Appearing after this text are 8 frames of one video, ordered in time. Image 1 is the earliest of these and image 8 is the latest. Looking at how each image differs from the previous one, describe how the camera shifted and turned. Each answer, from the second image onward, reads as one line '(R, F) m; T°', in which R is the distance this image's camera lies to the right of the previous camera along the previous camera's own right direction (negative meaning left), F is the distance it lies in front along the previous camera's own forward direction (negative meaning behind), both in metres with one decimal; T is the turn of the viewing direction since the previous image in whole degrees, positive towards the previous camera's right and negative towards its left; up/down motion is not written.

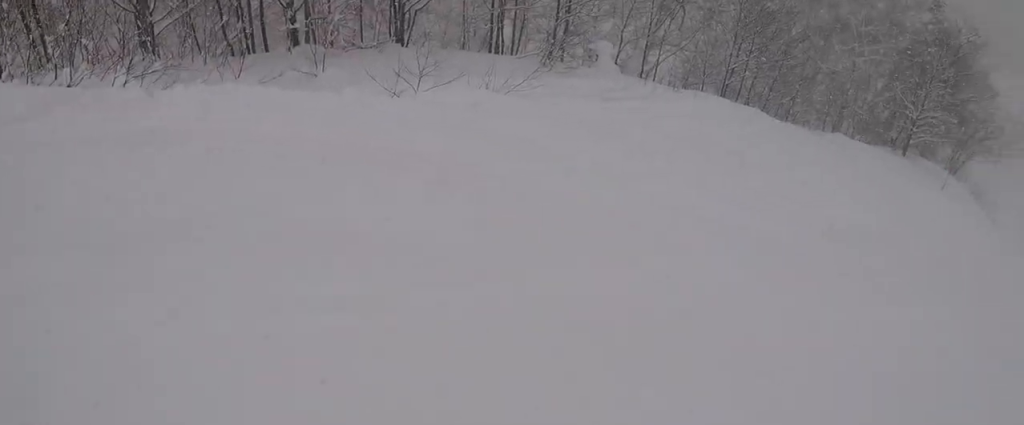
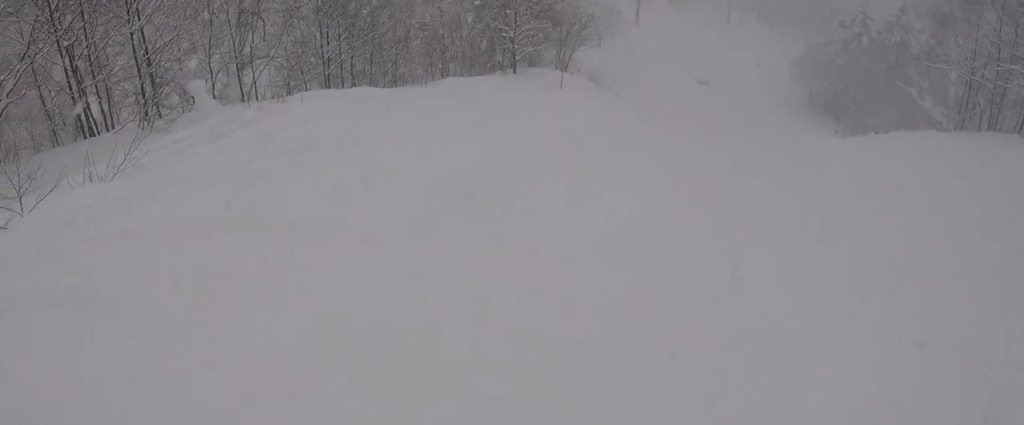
(+0.1, +1.0) m; +17°
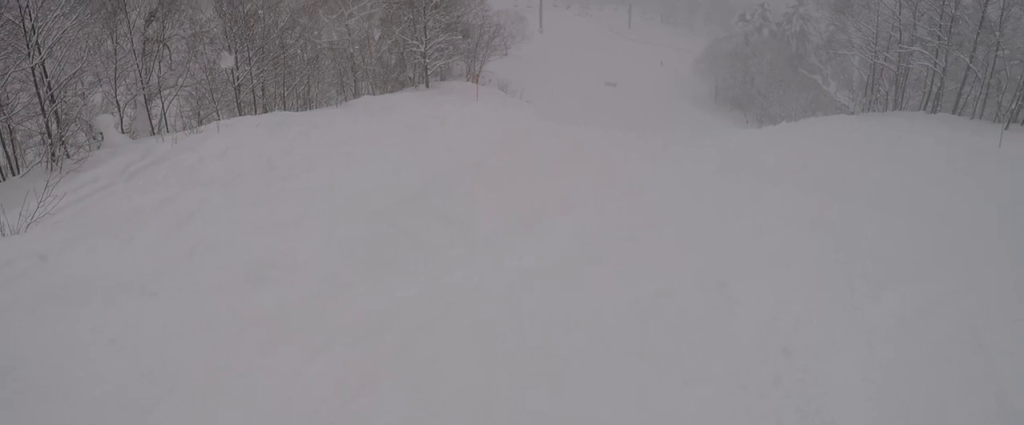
(+0.6, +1.3) m; +47°
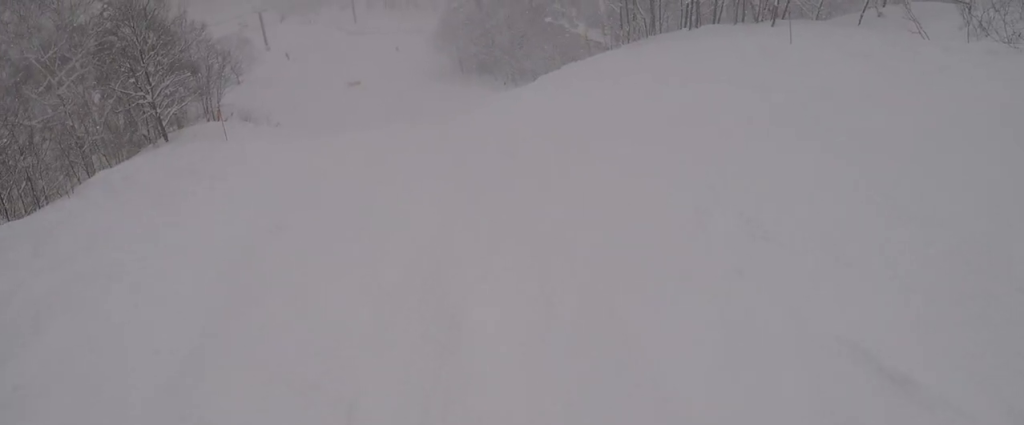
(+1.9, +1.8) m; +64°
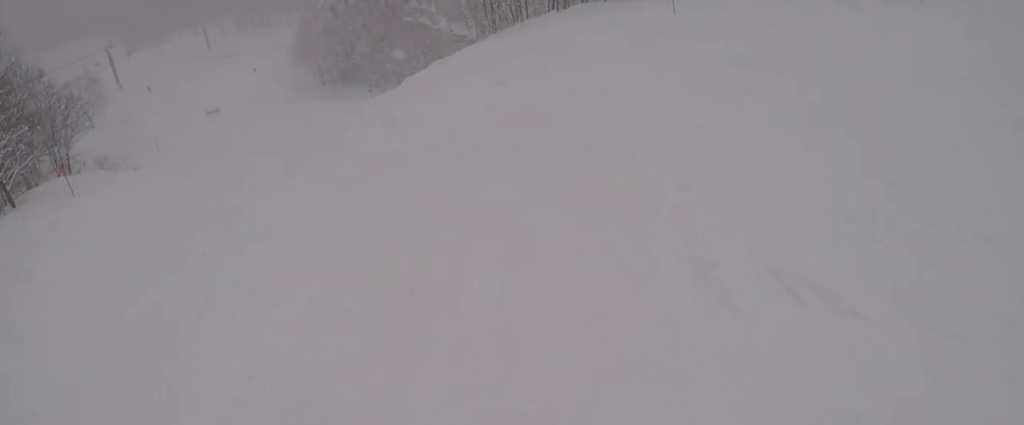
(+0.1, +1.4) m; +3°
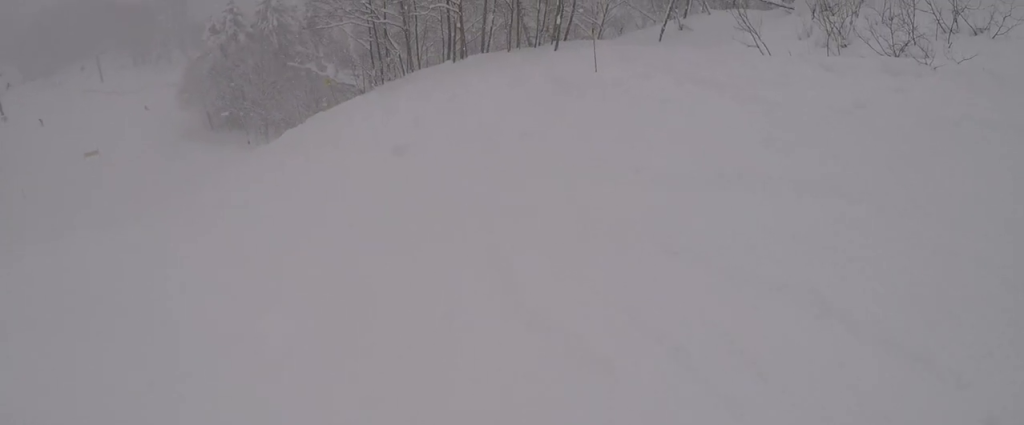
(0.0, +4.3) m; 0°
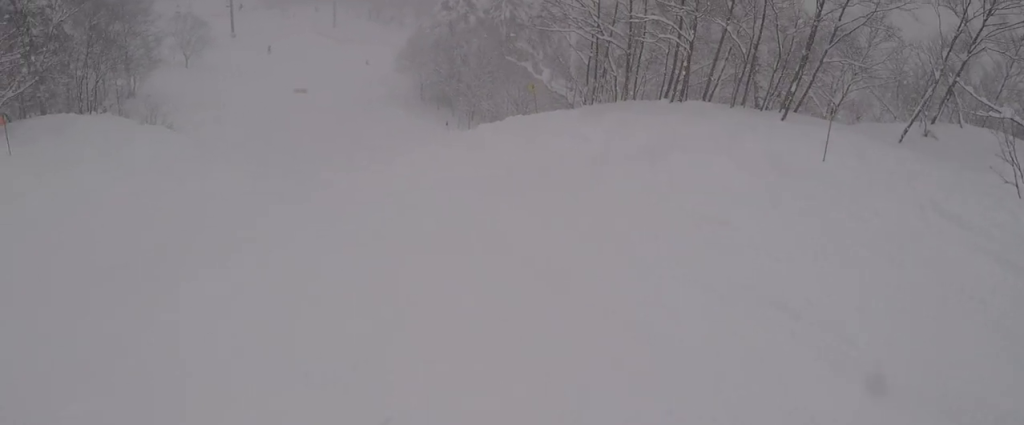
(0.0, +2.3) m; -1°
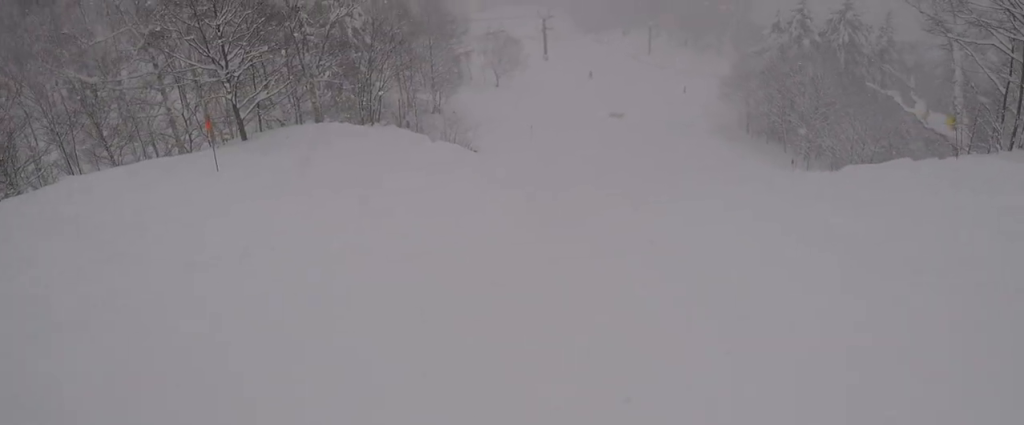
(-0.3, +7.5) m; -40°
